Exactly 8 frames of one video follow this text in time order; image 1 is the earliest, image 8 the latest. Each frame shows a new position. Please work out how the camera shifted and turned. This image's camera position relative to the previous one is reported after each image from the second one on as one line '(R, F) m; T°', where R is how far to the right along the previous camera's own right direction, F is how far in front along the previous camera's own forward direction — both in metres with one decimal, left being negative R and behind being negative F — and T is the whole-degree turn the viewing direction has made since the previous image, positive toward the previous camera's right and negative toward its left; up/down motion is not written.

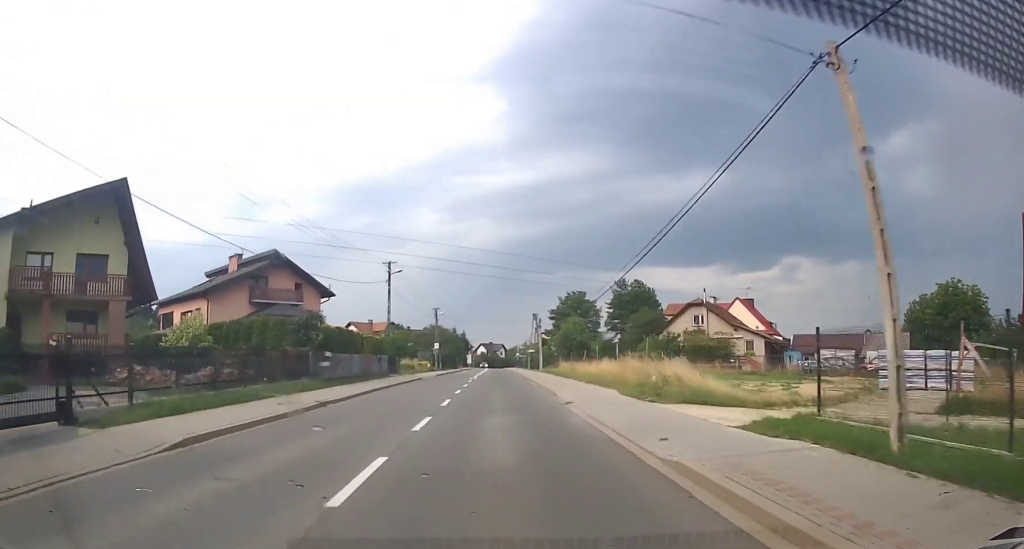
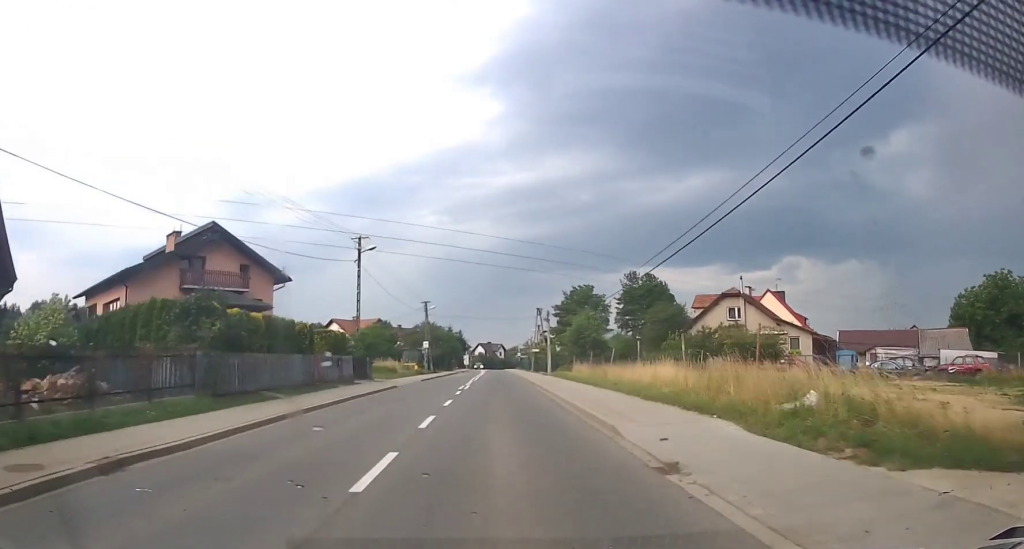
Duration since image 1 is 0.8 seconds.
(0.0, +12.0) m; +1°
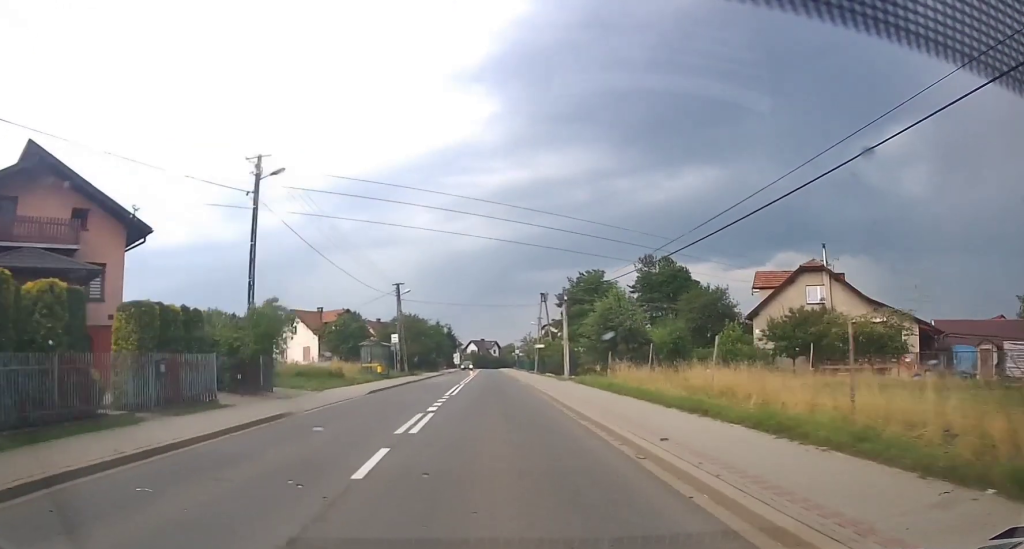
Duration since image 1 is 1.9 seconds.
(+0.1, +16.9) m; 0°
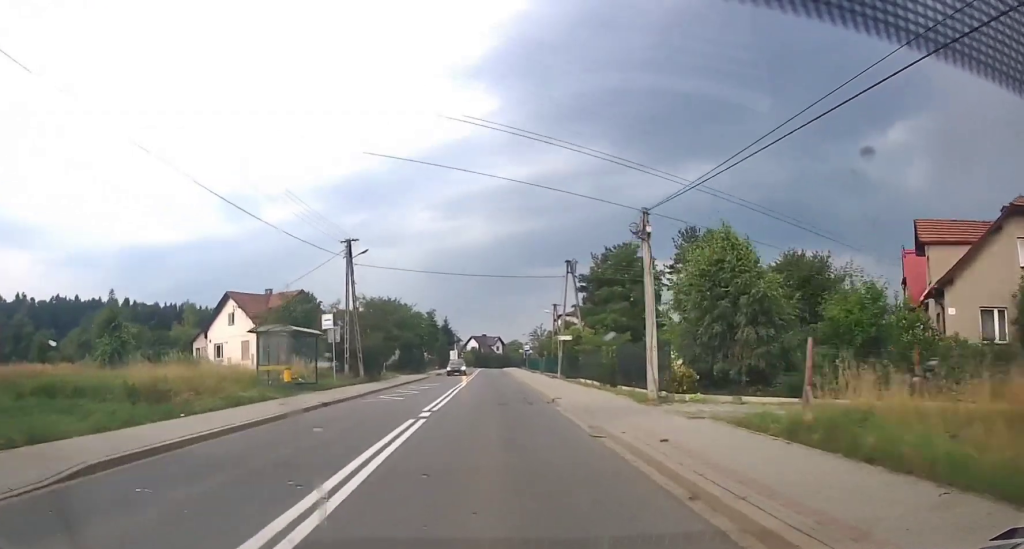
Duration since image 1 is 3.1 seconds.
(+0.1, +16.7) m; +1°
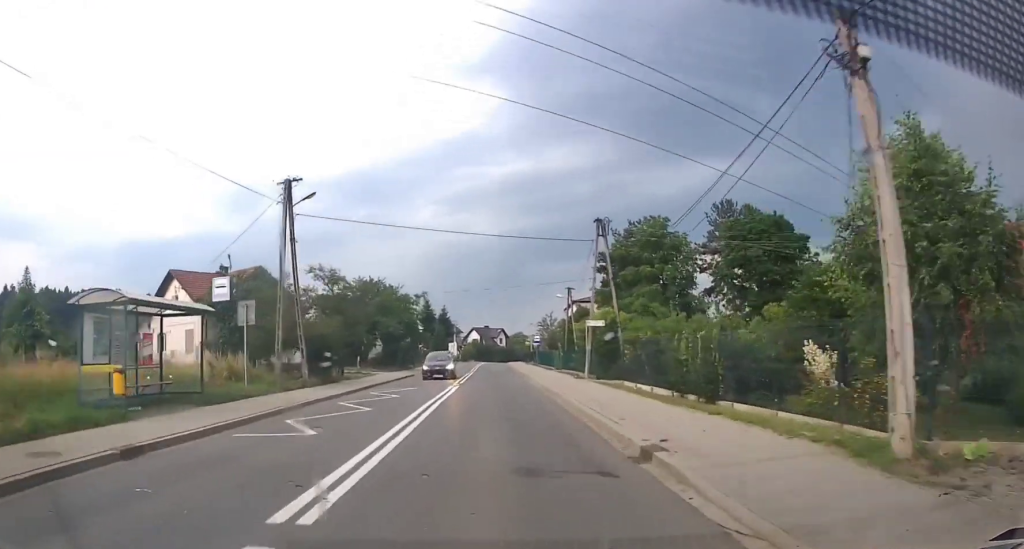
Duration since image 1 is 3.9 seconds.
(0.0, +8.2) m; -1°
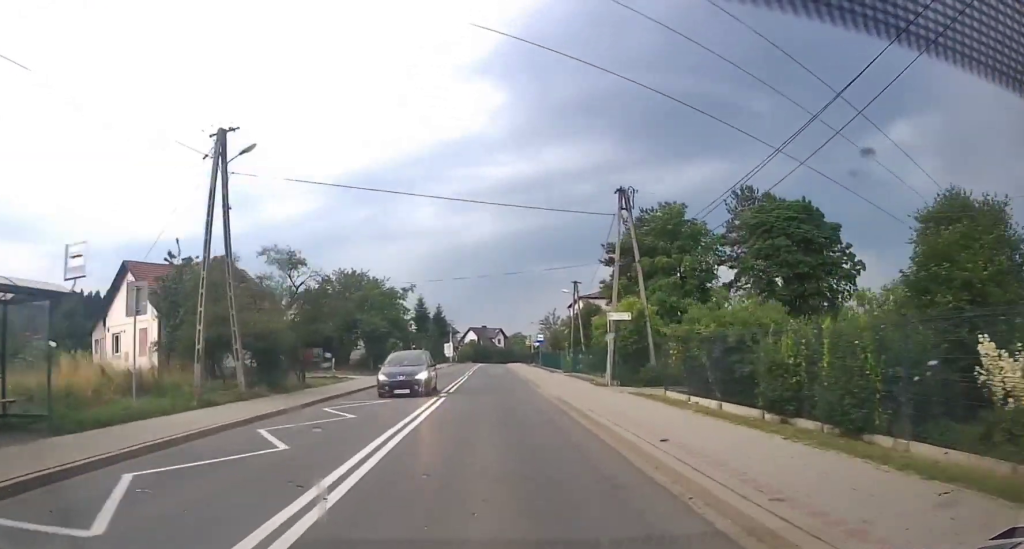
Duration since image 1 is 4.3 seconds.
(0.0, +4.2) m; -1°
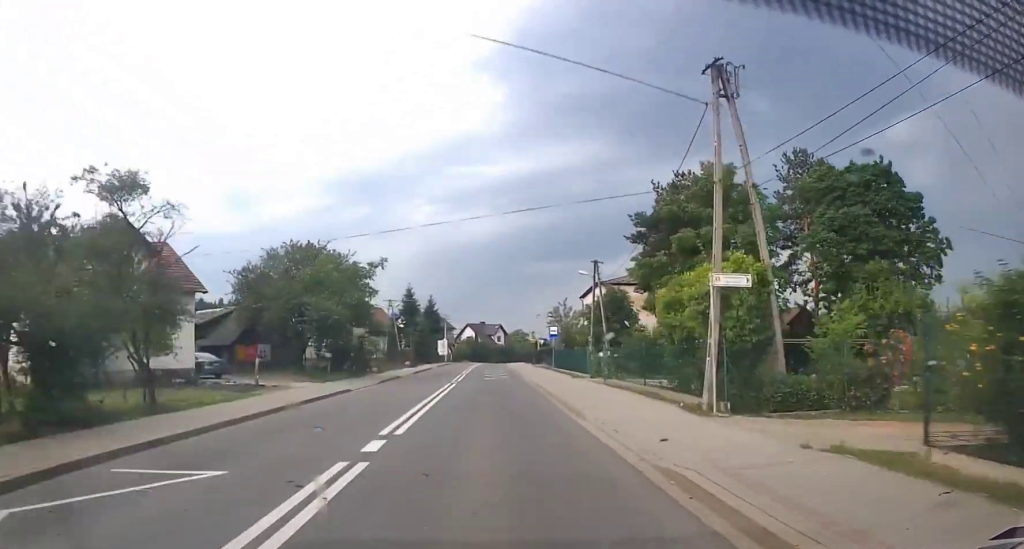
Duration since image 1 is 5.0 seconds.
(-0.1, +8.9) m; 0°
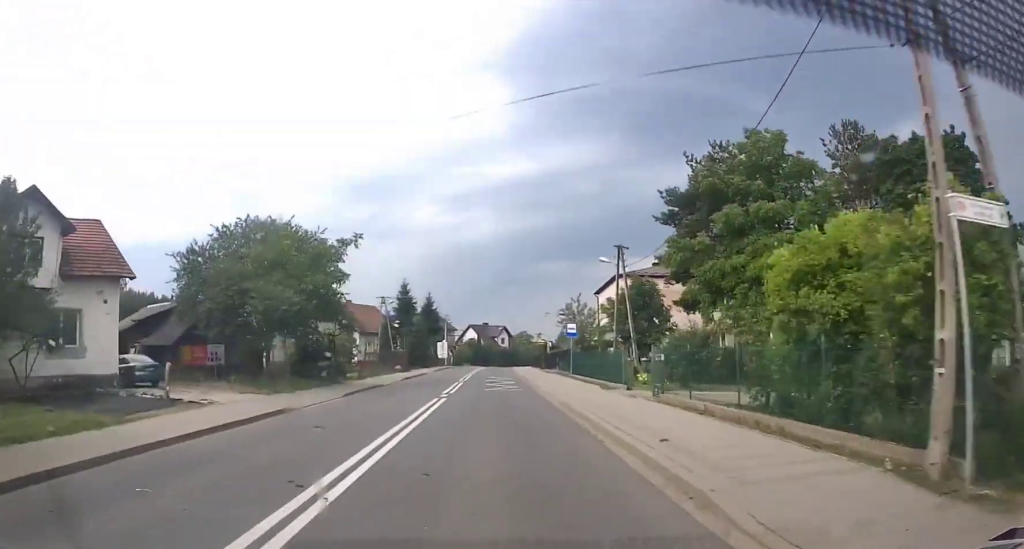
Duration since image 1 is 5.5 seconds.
(-0.1, +5.7) m; 0°
